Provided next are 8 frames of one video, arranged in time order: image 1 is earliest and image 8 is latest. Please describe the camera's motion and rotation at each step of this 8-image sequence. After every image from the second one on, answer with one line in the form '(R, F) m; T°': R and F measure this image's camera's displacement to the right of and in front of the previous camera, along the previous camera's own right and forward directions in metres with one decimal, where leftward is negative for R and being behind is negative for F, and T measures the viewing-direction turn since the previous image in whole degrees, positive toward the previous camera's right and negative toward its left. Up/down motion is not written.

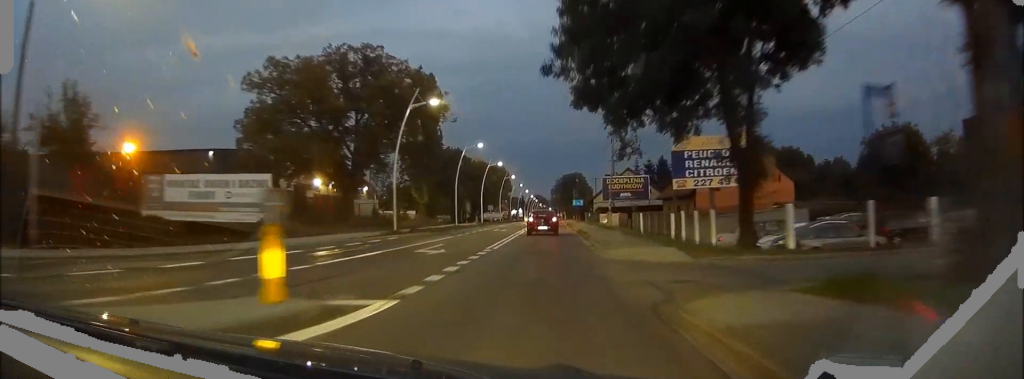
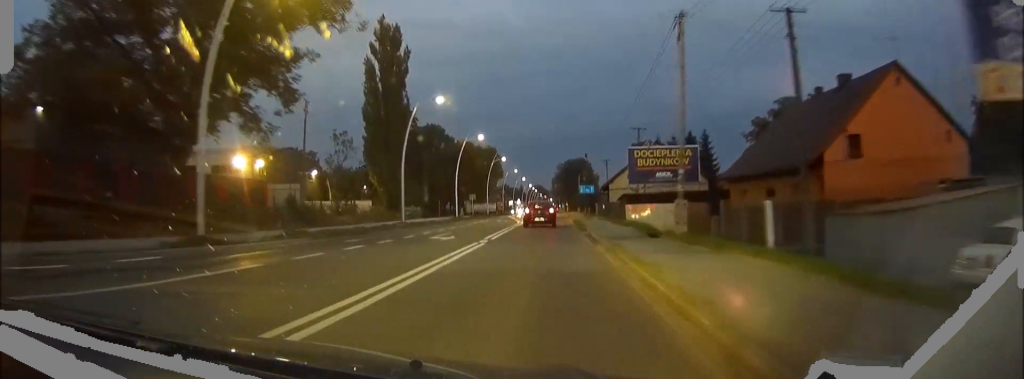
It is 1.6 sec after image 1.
(-0.1, +25.9) m; 0°
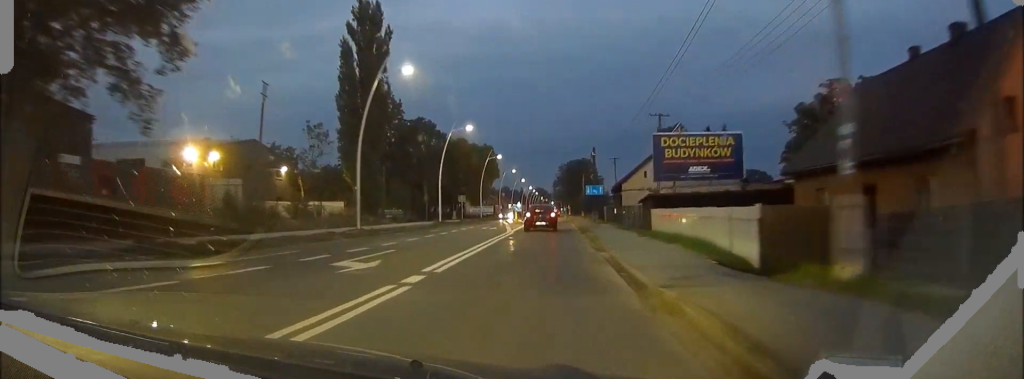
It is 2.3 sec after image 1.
(0.0, +11.3) m; 0°
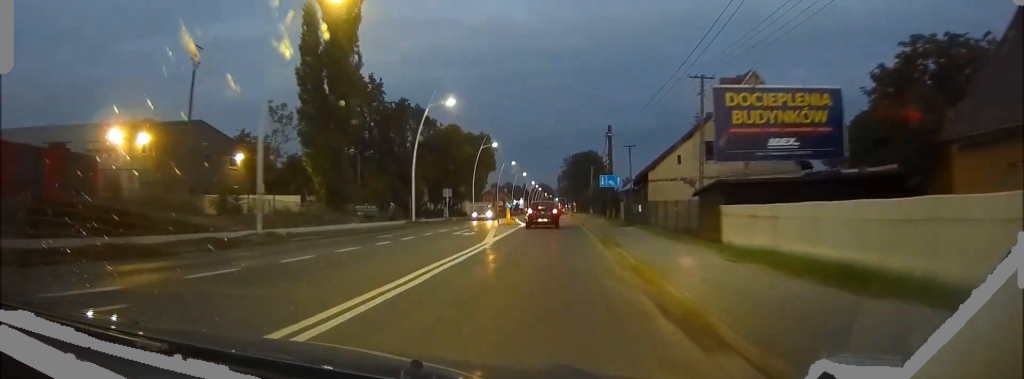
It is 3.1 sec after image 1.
(-0.1, +13.2) m; 0°
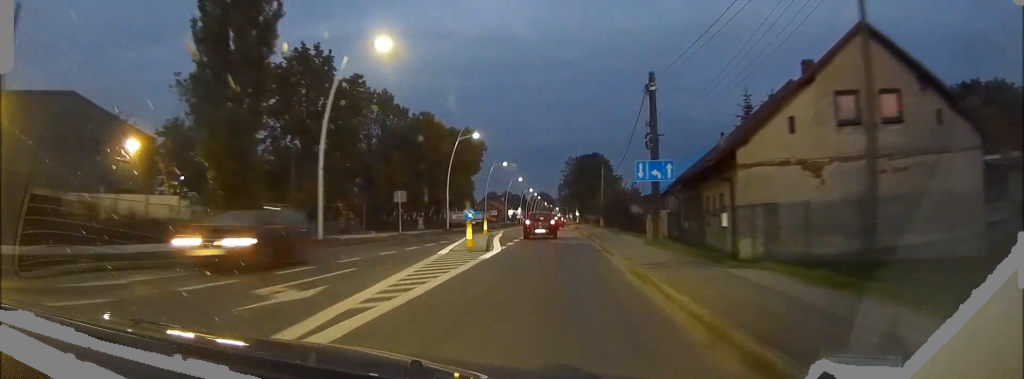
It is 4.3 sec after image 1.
(0.0, +19.9) m; 0°
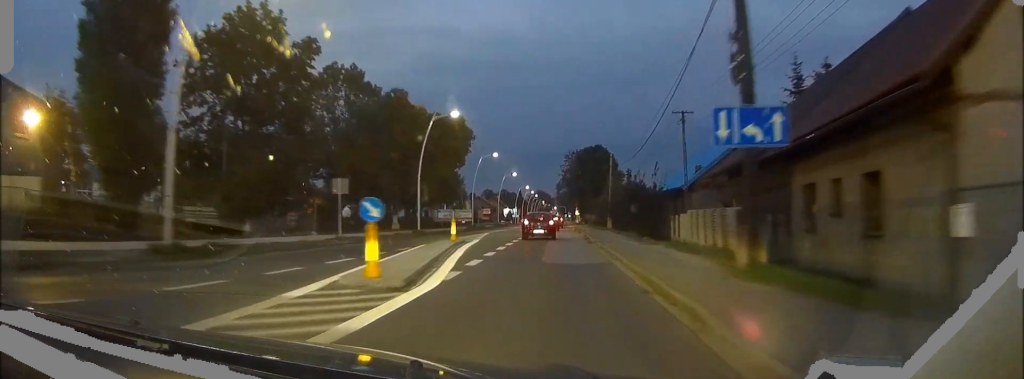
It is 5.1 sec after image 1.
(0.0, +12.9) m; 0°
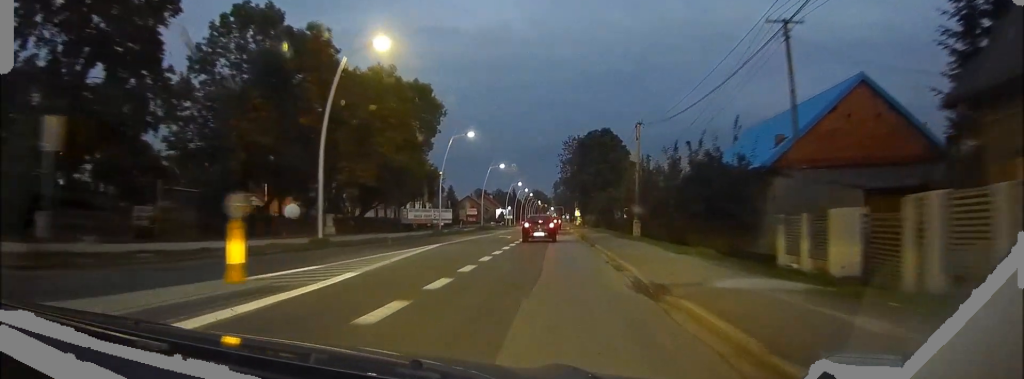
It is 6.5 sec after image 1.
(+0.1, +21.4) m; +1°
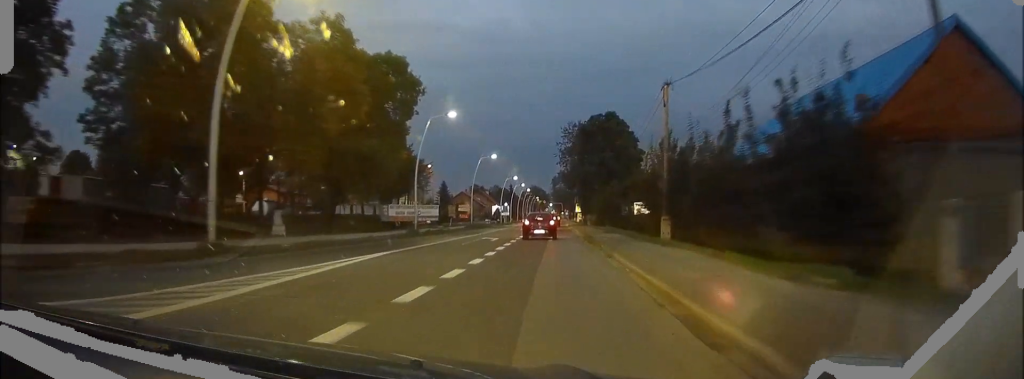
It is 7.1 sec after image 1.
(0.0, +10.1) m; 0°
